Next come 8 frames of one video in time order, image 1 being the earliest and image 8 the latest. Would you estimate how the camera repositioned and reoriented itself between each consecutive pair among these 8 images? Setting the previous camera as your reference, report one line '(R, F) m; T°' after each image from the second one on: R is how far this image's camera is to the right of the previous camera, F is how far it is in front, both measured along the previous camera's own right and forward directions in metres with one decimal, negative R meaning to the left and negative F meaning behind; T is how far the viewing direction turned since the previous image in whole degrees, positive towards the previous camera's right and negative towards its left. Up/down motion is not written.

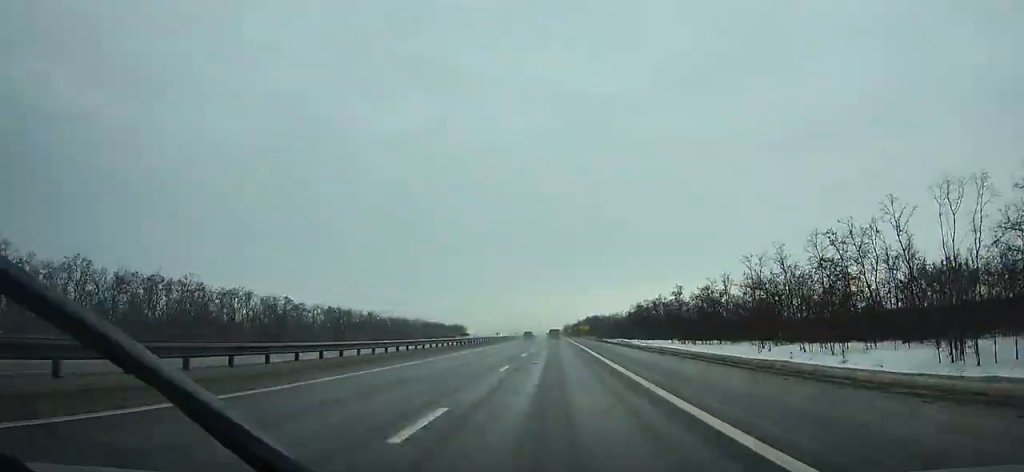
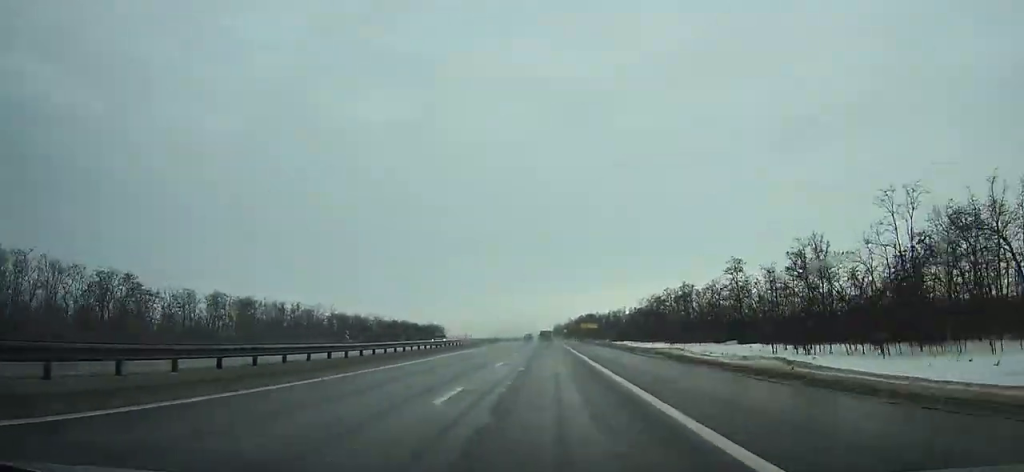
(+0.1, +56.2) m; 0°
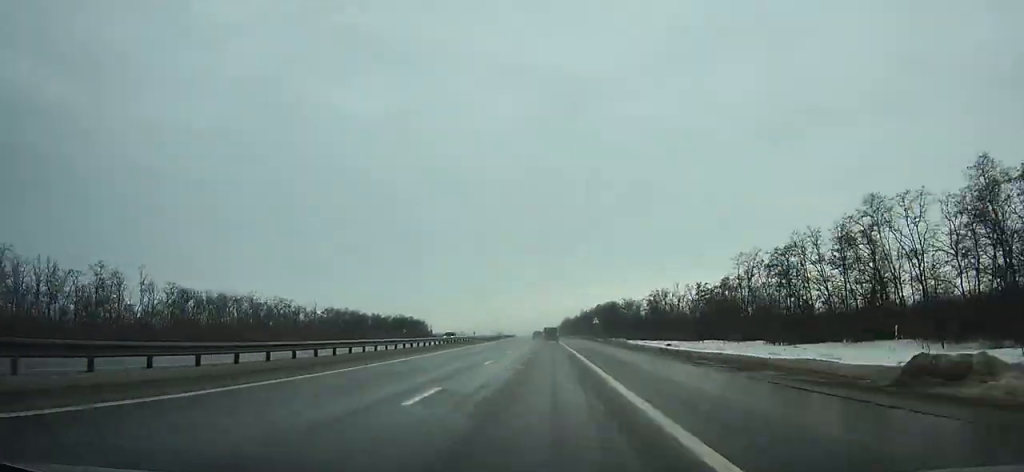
(-0.2, +96.0) m; -1°
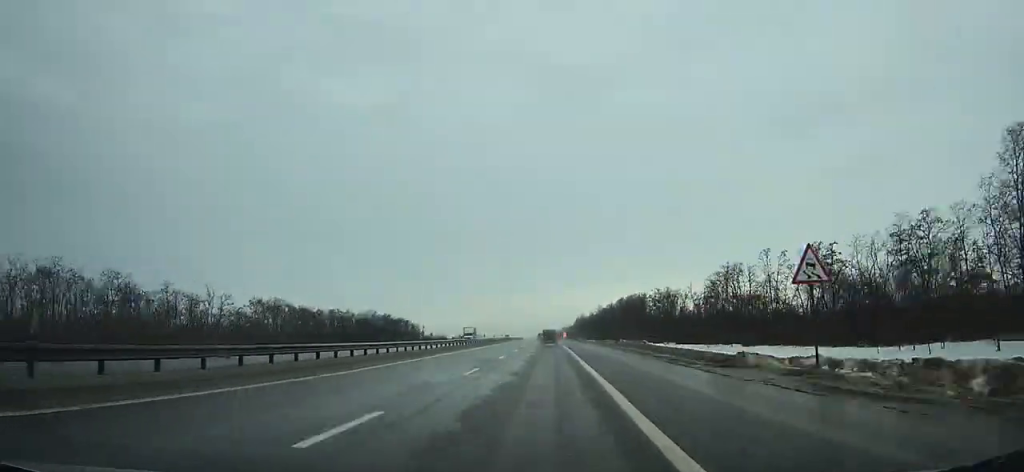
(-0.5, +64.4) m; -1°
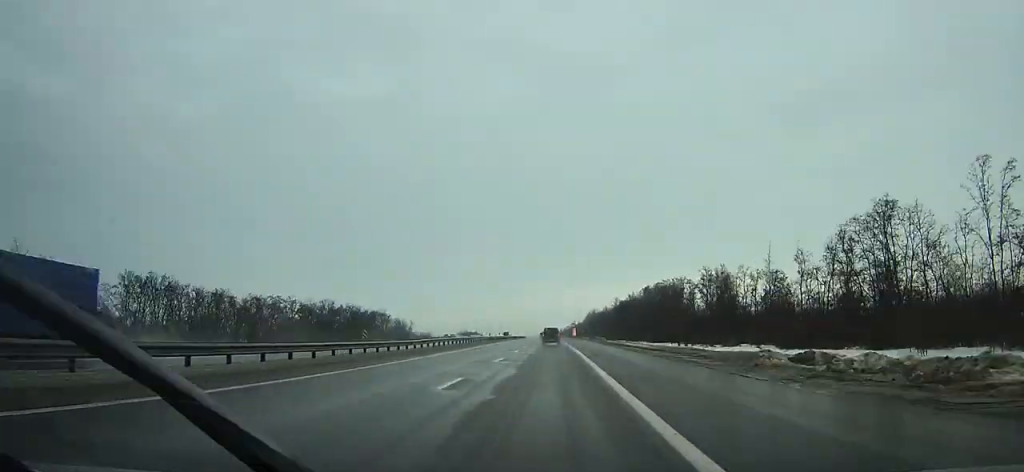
(-0.4, +53.2) m; -1°
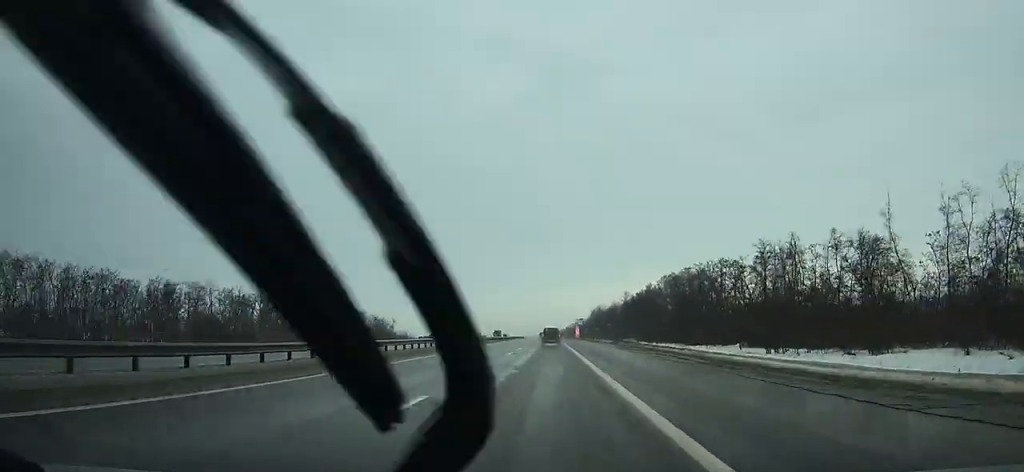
(-0.2, +39.9) m; 0°
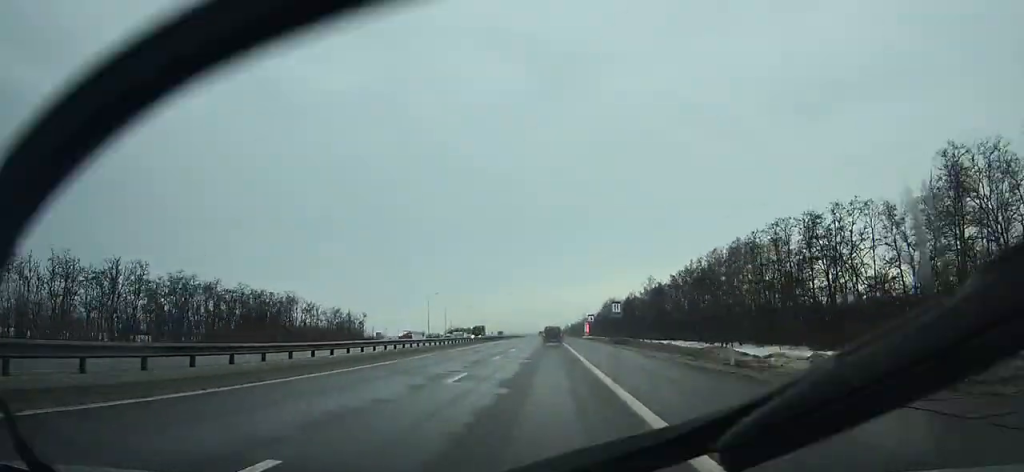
(0.0, +53.1) m; 0°
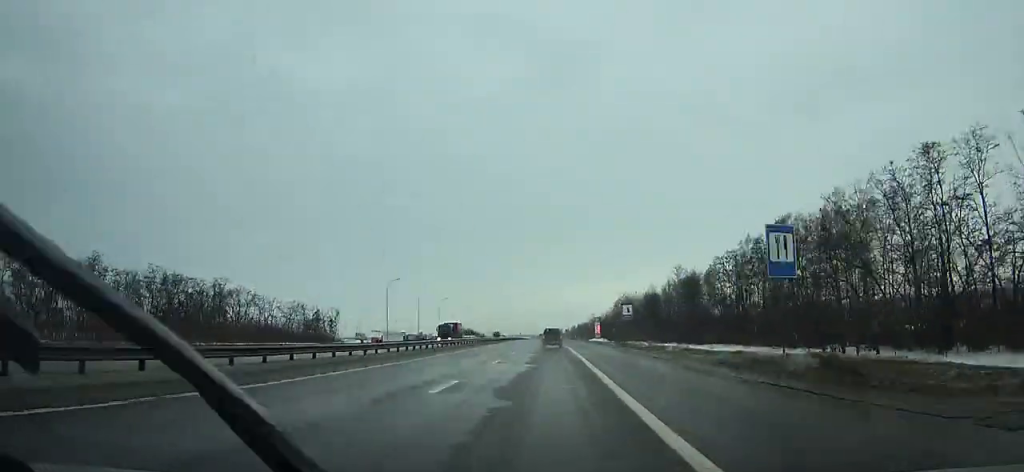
(-0.2, +37.7) m; 0°
